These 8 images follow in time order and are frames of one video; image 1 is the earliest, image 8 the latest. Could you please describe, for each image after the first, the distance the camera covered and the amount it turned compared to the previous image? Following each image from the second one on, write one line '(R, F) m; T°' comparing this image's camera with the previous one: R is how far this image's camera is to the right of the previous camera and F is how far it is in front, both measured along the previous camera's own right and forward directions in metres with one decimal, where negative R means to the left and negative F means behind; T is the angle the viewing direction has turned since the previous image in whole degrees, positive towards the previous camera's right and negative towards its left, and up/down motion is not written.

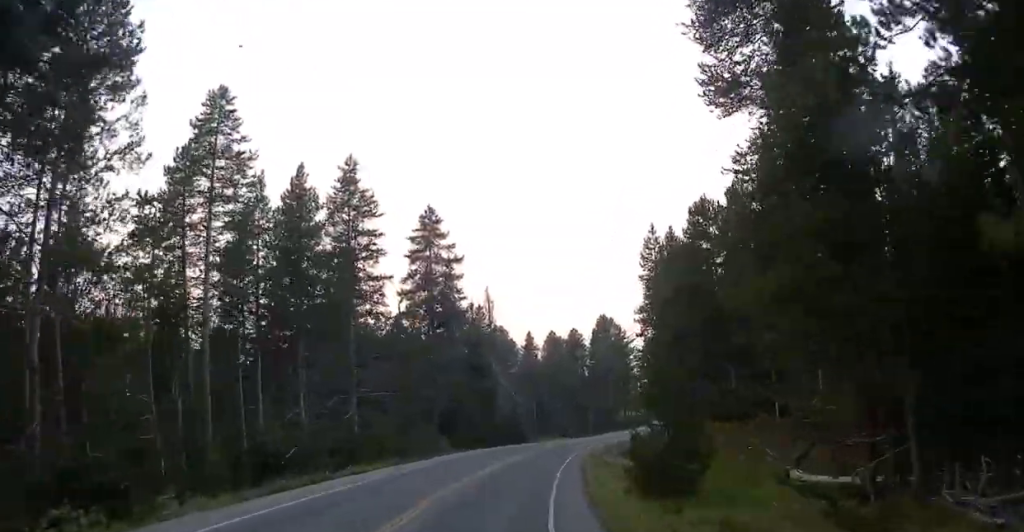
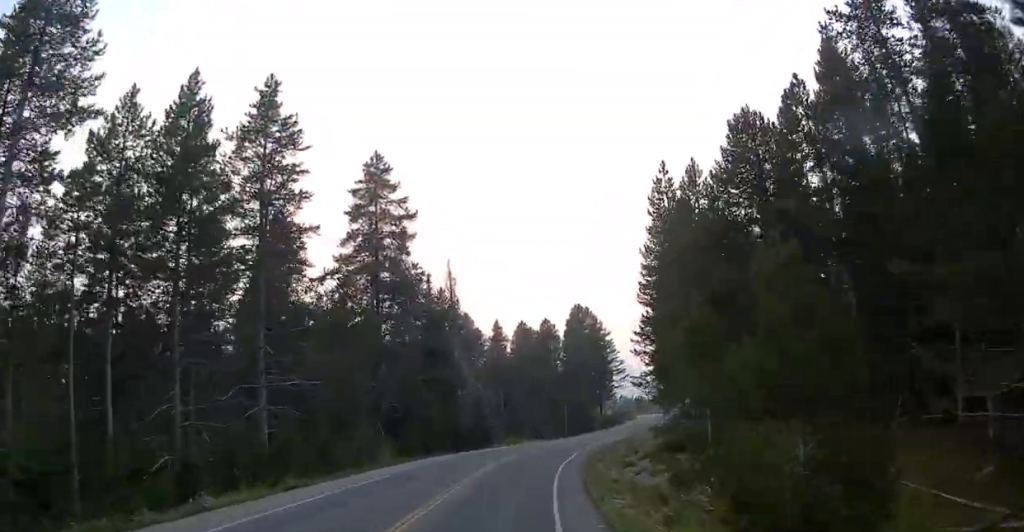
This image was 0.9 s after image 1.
(-1.4, +12.2) m; +1°
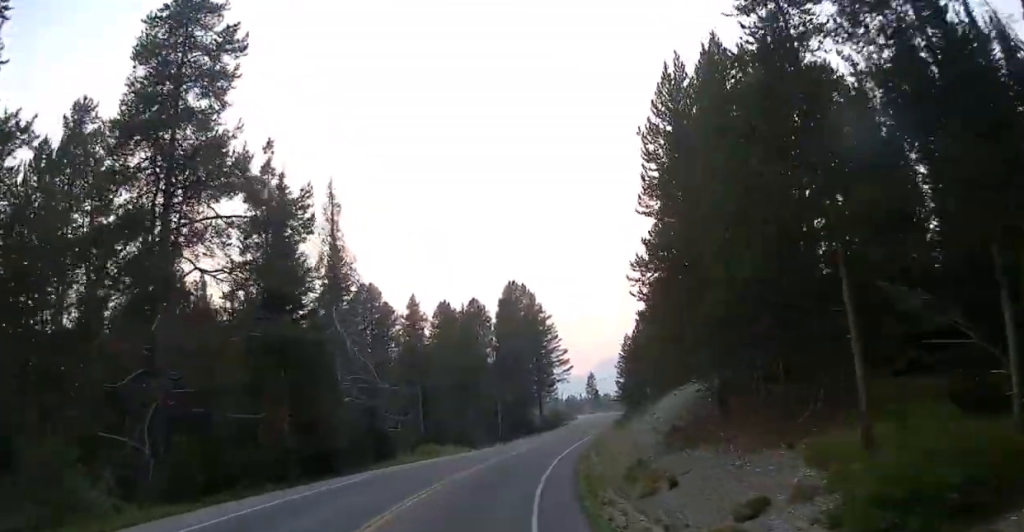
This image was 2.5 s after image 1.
(+3.6, +22.8) m; +12°
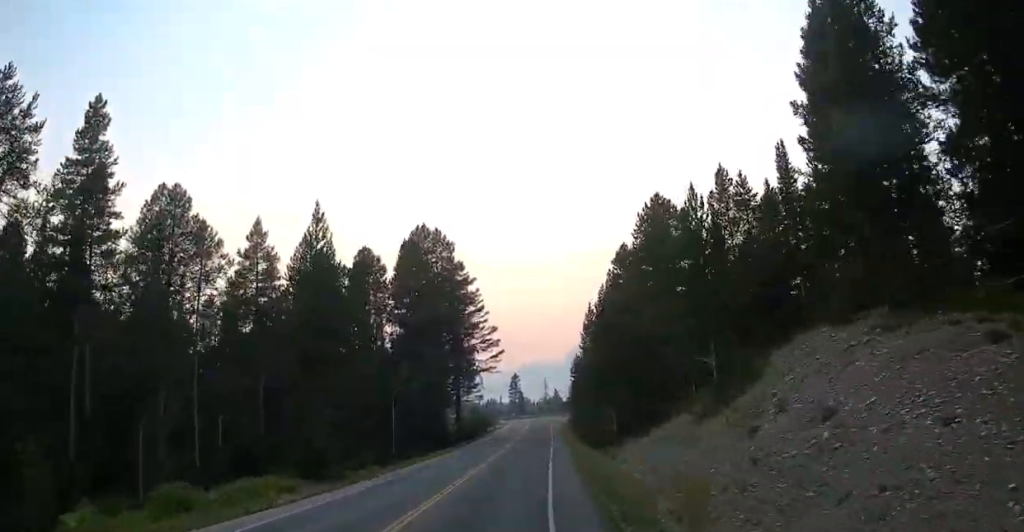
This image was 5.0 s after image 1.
(+2.7, +31.8) m; +9°
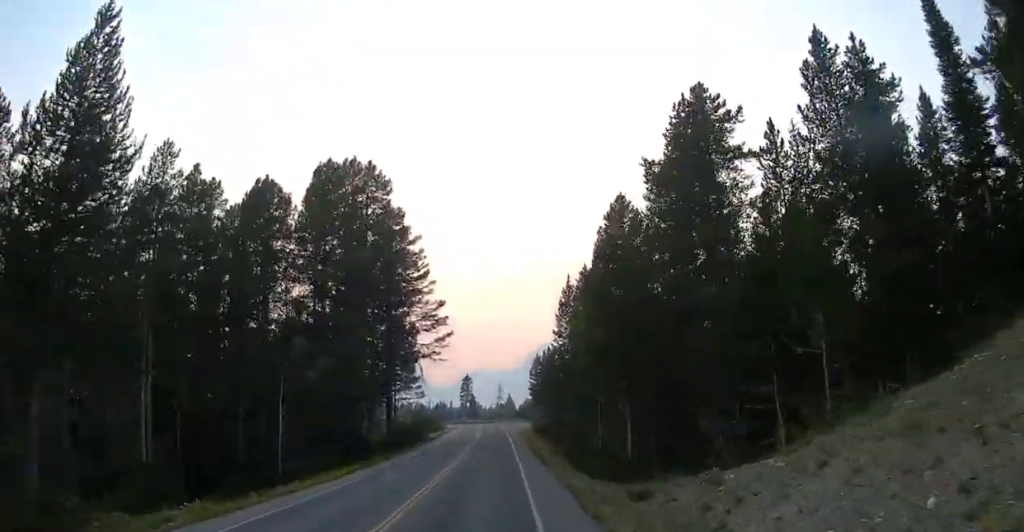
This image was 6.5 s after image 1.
(+0.4, +20.0) m; +2°
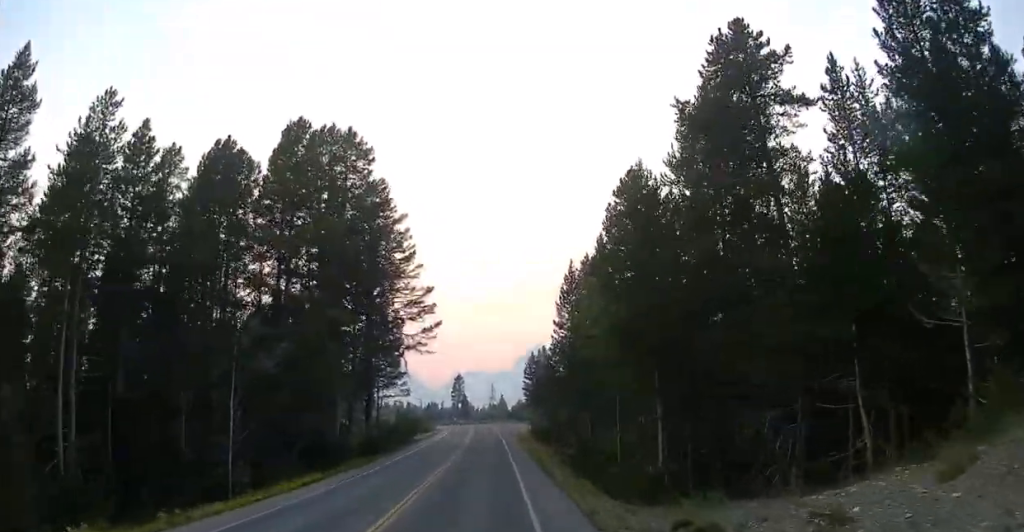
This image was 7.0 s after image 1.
(-0.1, +6.8) m; 0°
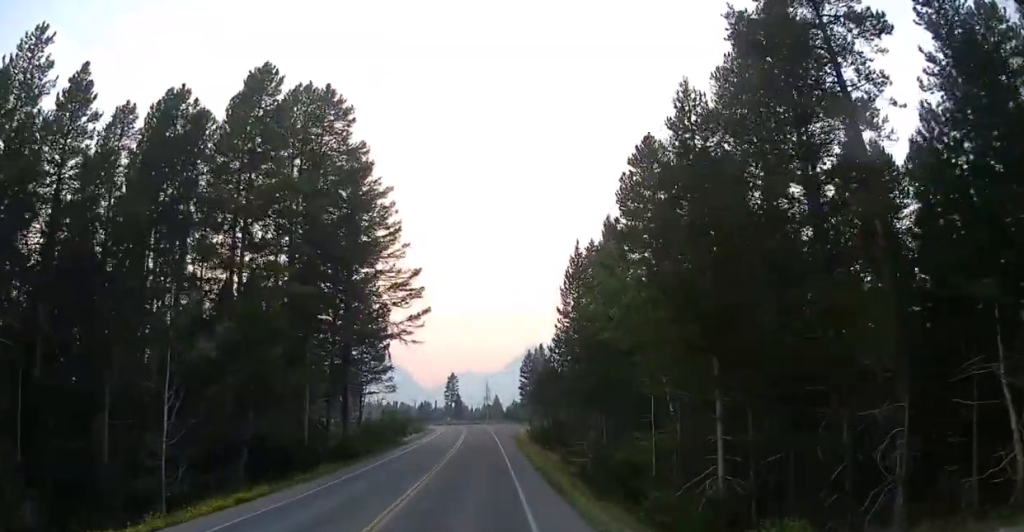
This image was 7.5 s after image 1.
(+0.2, +6.5) m; 0°
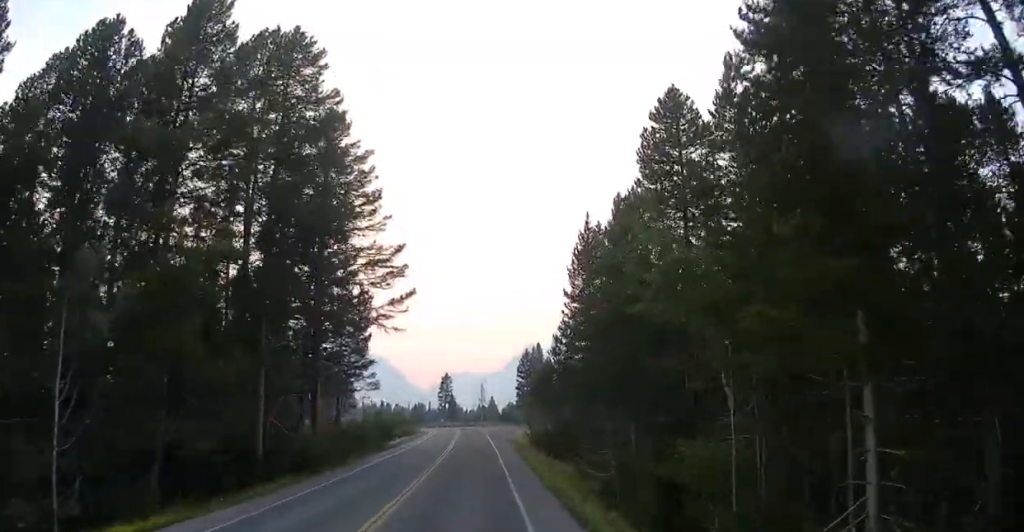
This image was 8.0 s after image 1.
(+0.2, +7.0) m; 0°
